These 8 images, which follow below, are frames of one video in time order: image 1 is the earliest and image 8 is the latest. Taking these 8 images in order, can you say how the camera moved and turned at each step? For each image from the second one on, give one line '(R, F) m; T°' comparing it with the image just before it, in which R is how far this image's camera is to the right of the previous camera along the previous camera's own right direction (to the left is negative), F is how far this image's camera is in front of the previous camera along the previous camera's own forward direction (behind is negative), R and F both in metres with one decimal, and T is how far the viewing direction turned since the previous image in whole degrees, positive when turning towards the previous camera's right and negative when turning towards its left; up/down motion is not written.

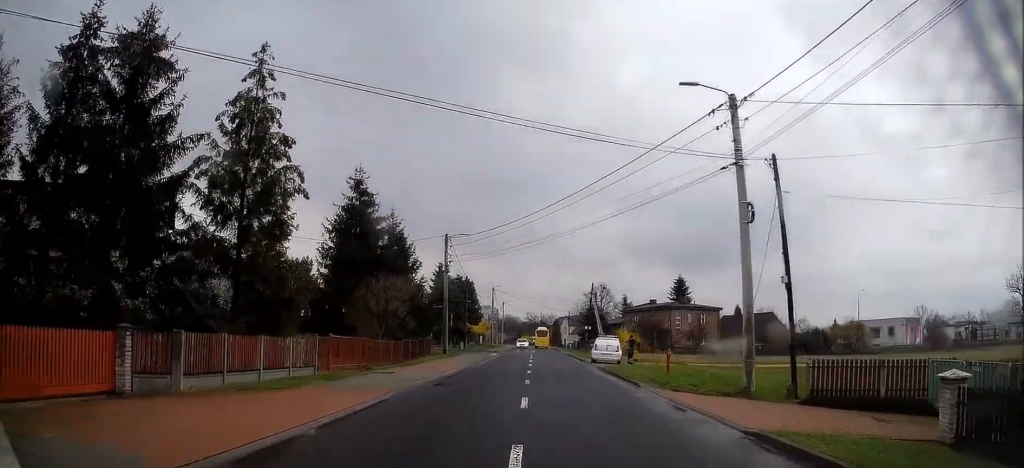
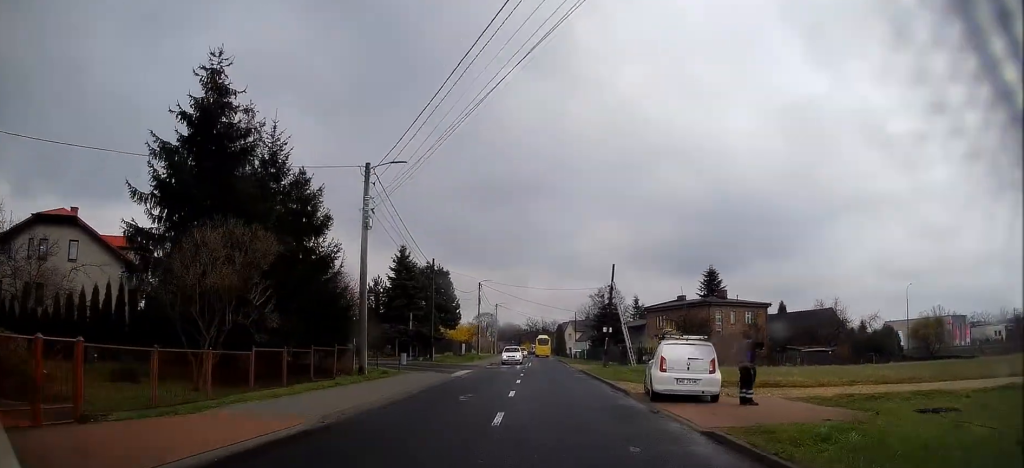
(+0.5, +19.7) m; +2°
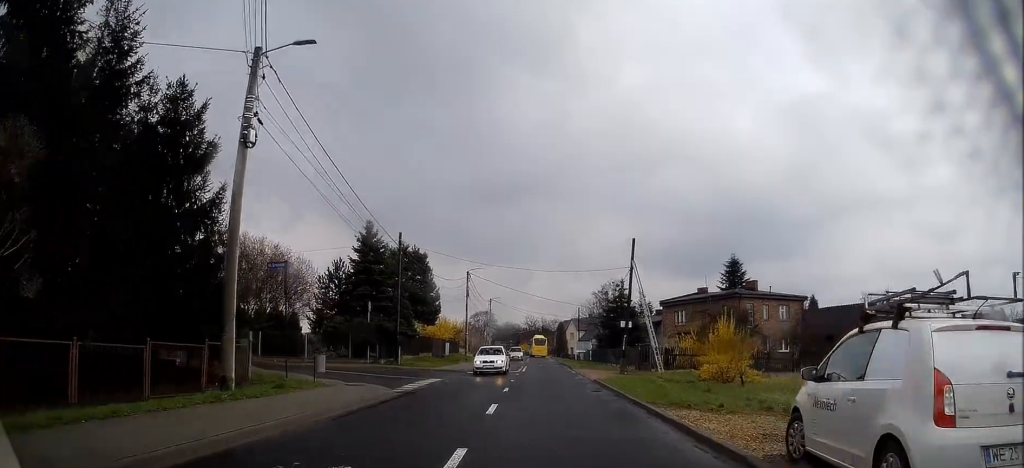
(-0.1, +10.6) m; -1°
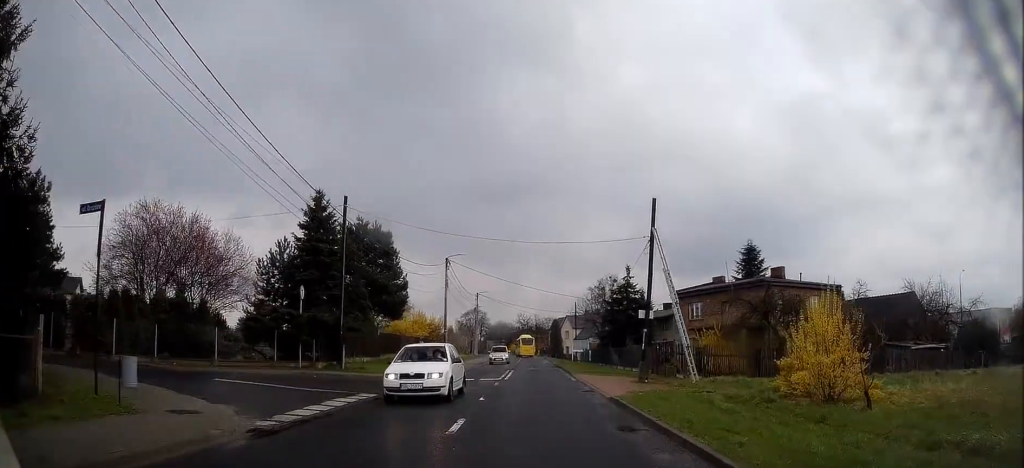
(-0.1, +8.9) m; 0°
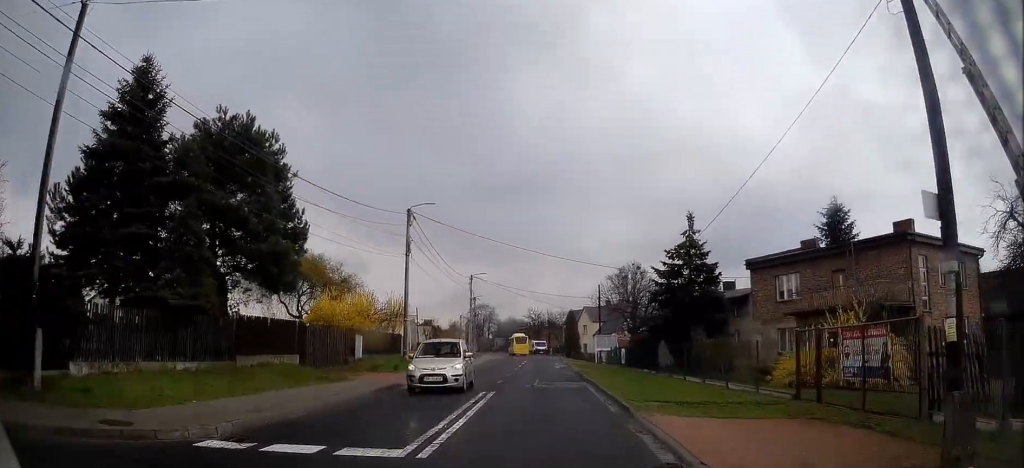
(+0.1, +18.4) m; 0°
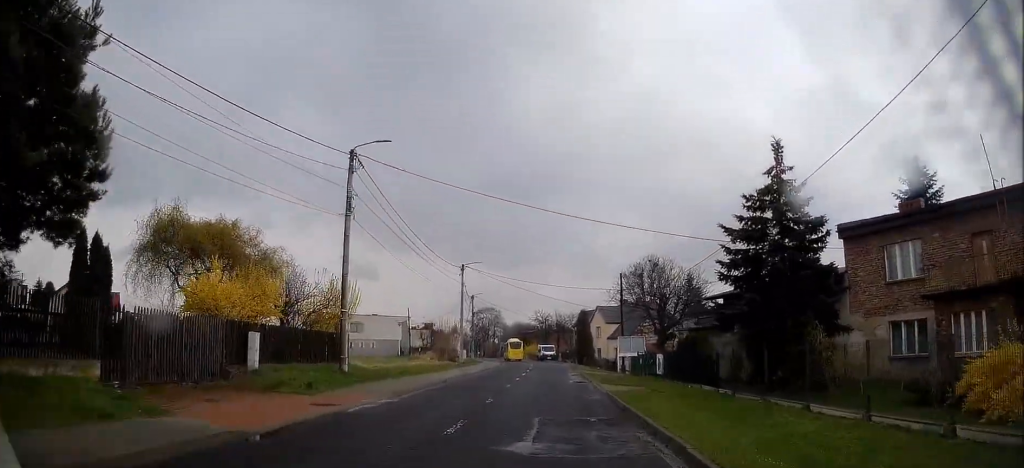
(-0.1, +11.5) m; -1°
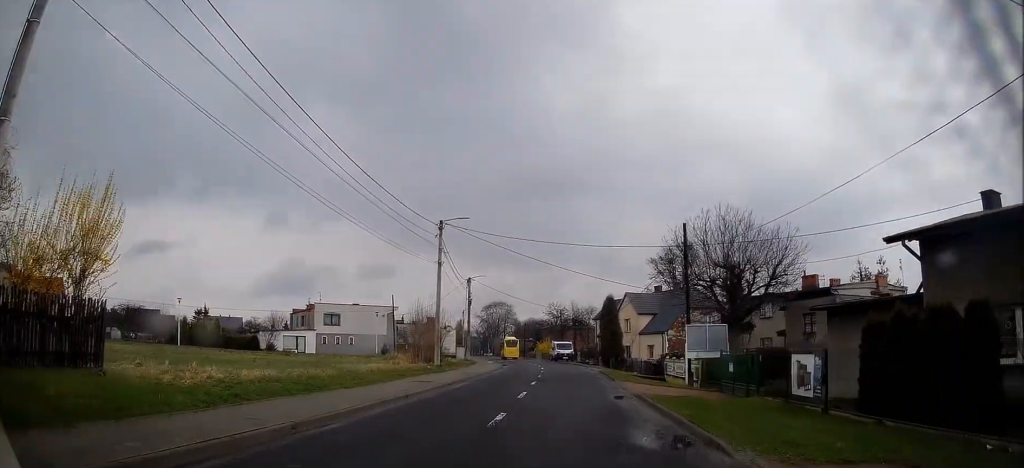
(-0.3, +16.7) m; -2°
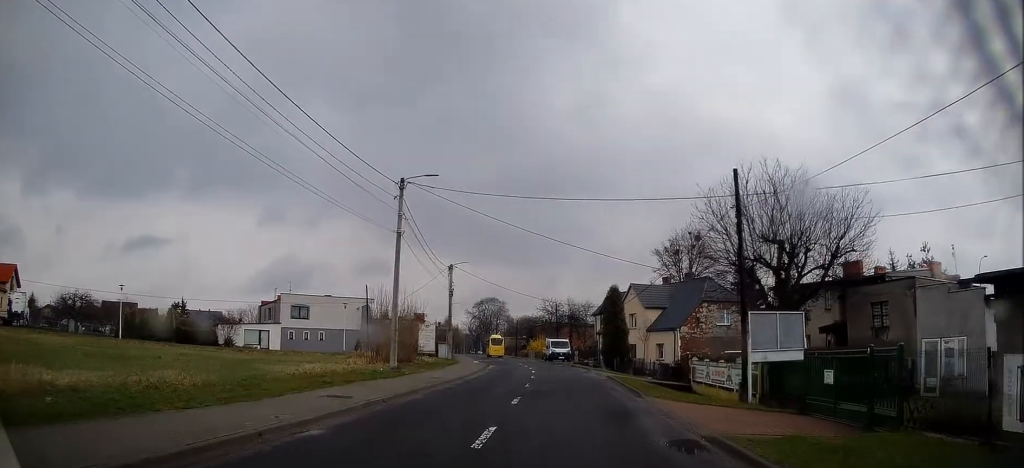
(-0.1, +8.3) m; 0°
